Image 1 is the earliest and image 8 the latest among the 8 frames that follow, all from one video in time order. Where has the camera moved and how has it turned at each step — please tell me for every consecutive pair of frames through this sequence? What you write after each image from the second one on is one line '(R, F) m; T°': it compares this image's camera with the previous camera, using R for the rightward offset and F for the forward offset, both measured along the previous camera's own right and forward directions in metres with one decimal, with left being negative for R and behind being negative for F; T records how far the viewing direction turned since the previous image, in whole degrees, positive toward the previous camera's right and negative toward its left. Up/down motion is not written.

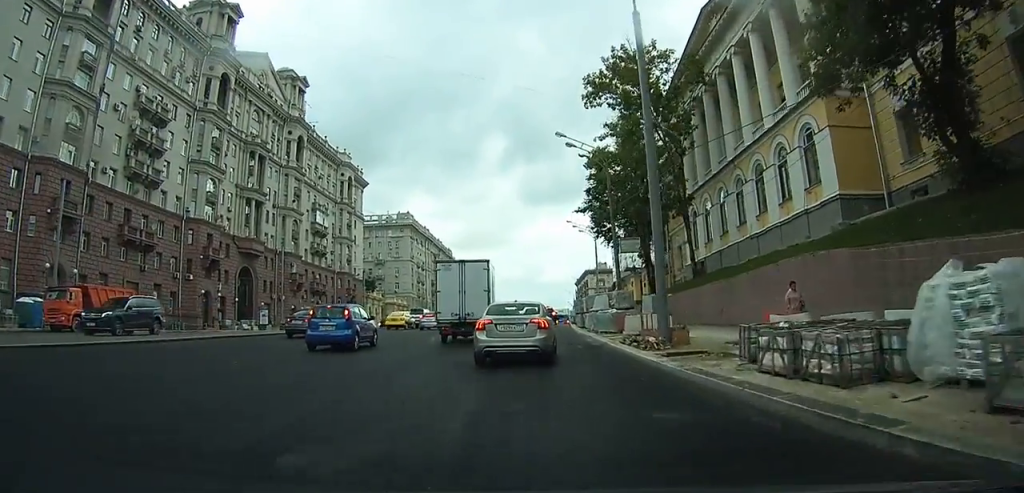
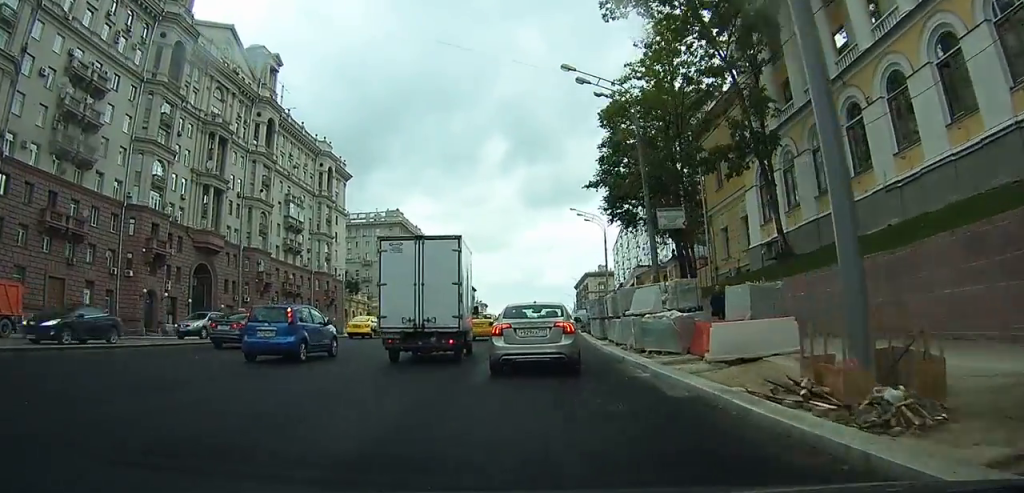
(+0.1, +12.2) m; +1°
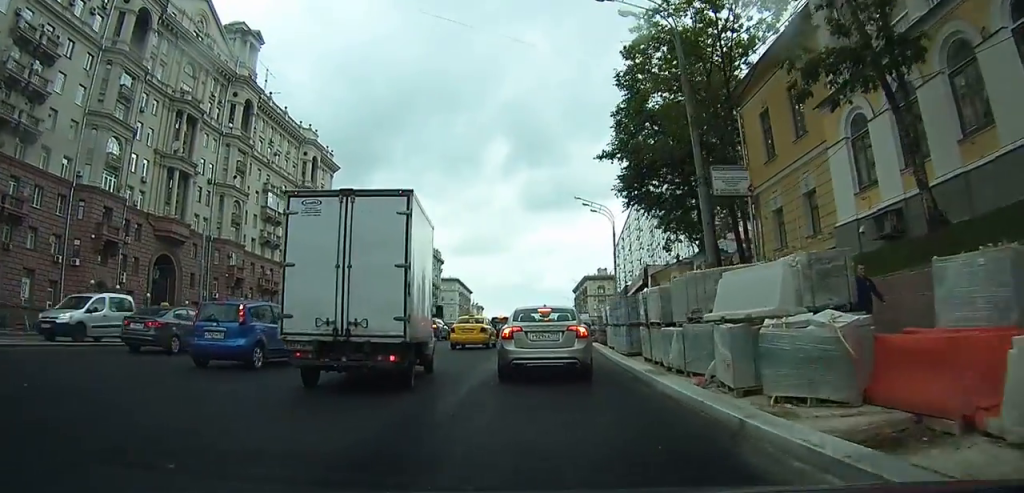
(+0.1, +8.0) m; 0°
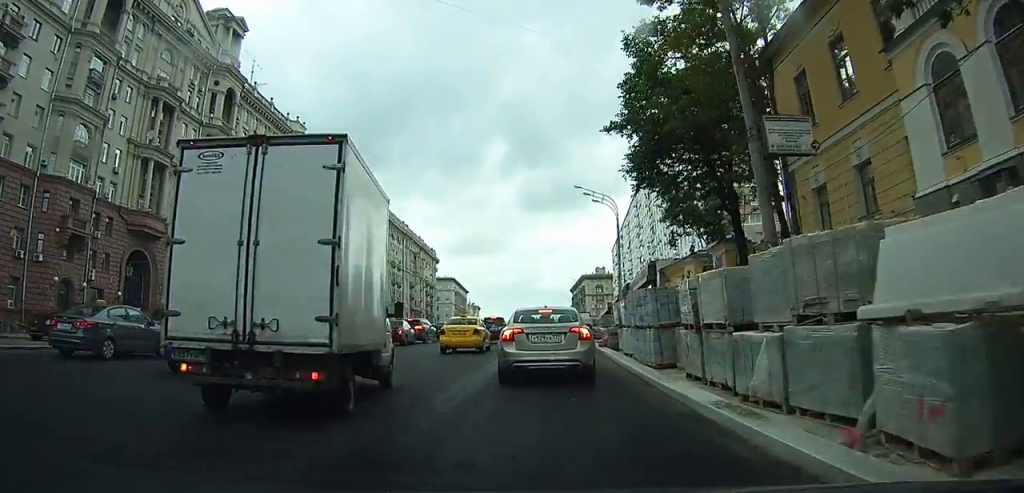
(0.0, +4.4) m; 0°
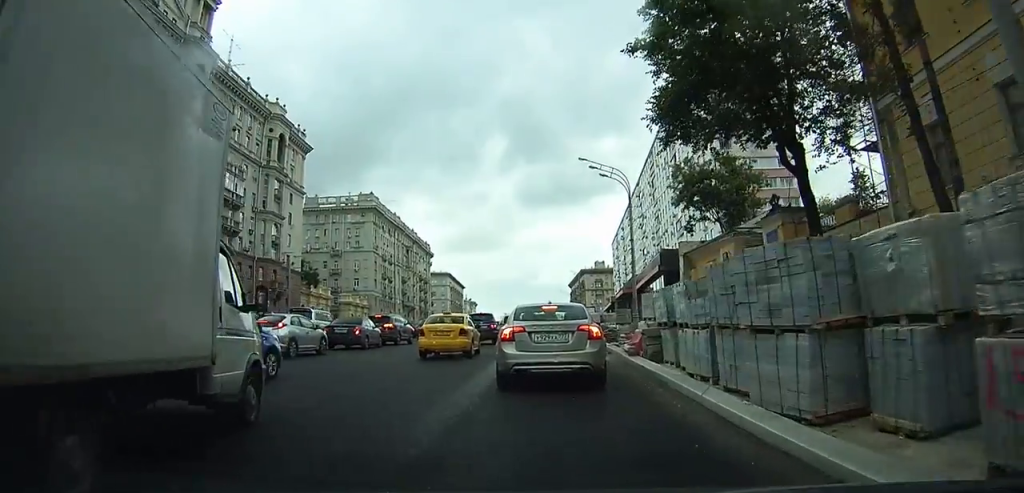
(0.0, +7.2) m; 0°
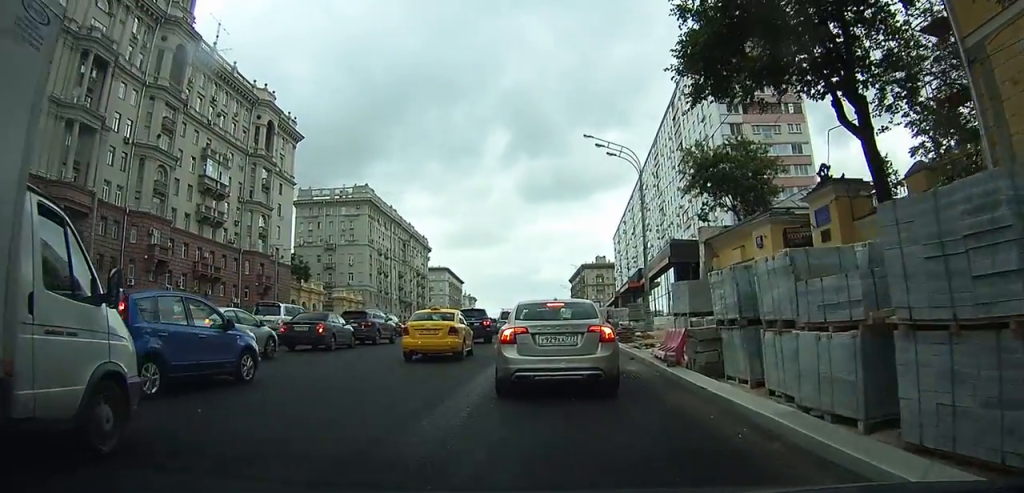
(0.0, +4.2) m; 0°
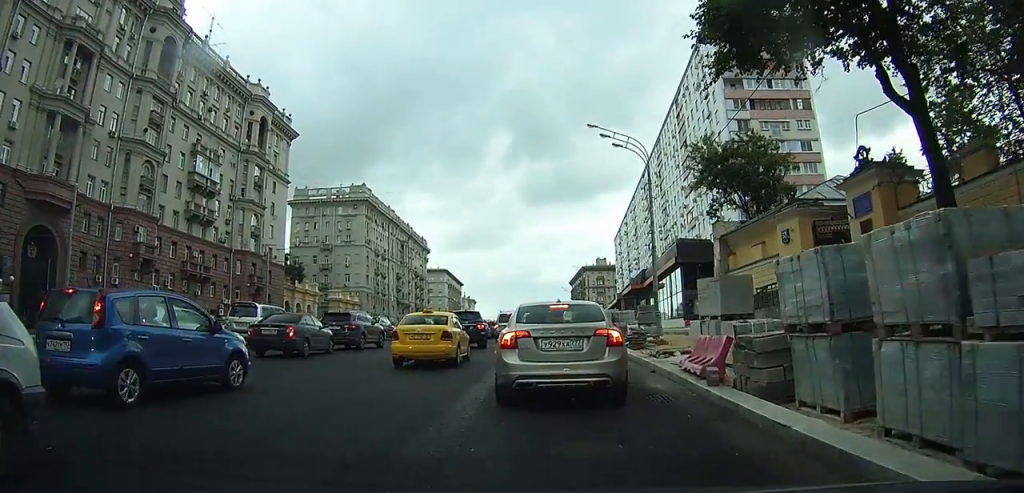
(0.0, +2.7) m; 0°
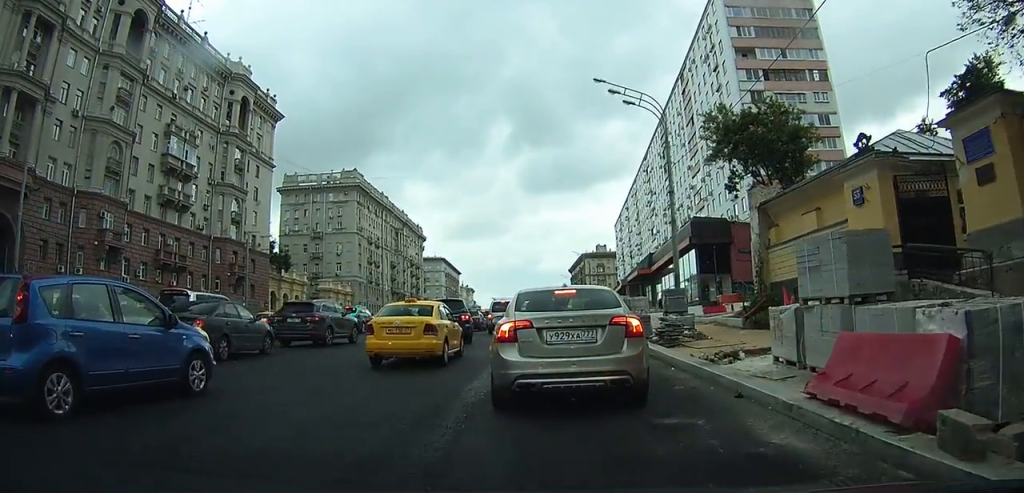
(0.0, +5.5) m; +1°
